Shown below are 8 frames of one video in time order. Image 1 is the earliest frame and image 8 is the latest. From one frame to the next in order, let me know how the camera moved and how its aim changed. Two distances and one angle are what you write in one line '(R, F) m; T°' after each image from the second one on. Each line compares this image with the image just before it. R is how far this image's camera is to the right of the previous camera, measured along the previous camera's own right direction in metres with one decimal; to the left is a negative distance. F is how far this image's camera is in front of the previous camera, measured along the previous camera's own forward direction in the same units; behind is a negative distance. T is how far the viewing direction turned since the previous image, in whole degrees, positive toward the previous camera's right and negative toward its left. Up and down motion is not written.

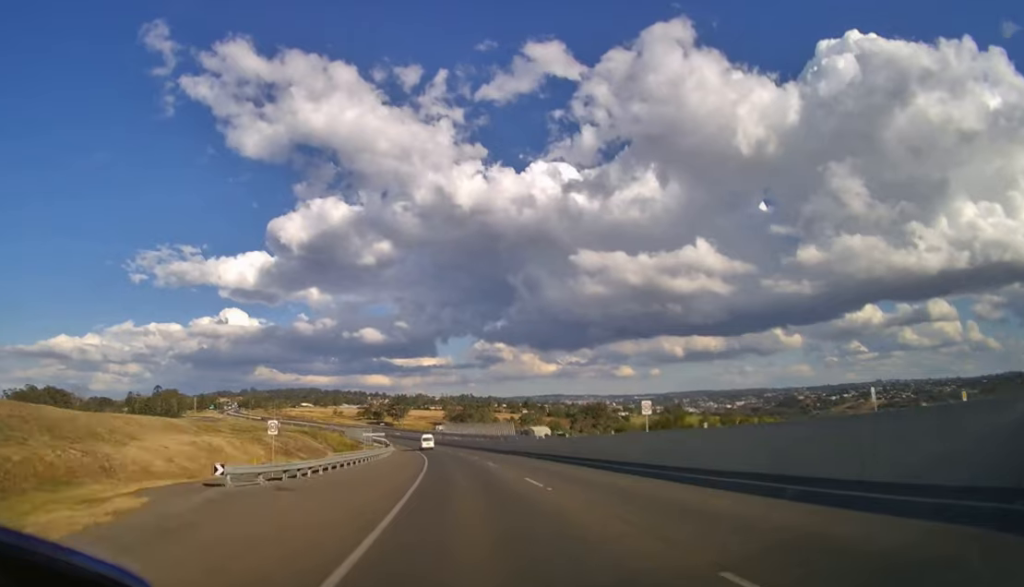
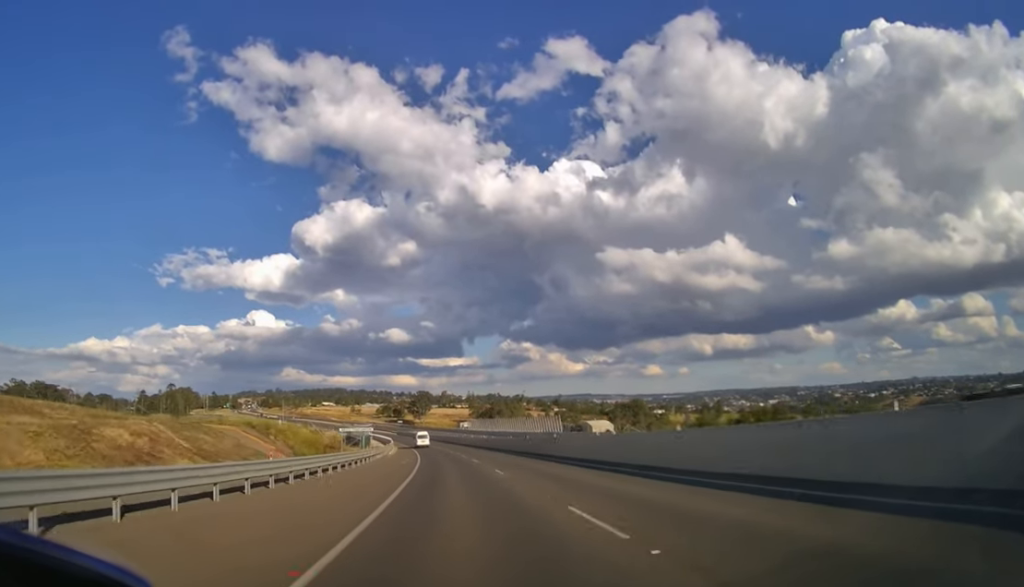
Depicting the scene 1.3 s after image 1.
(-1.0, +32.6) m; -4°
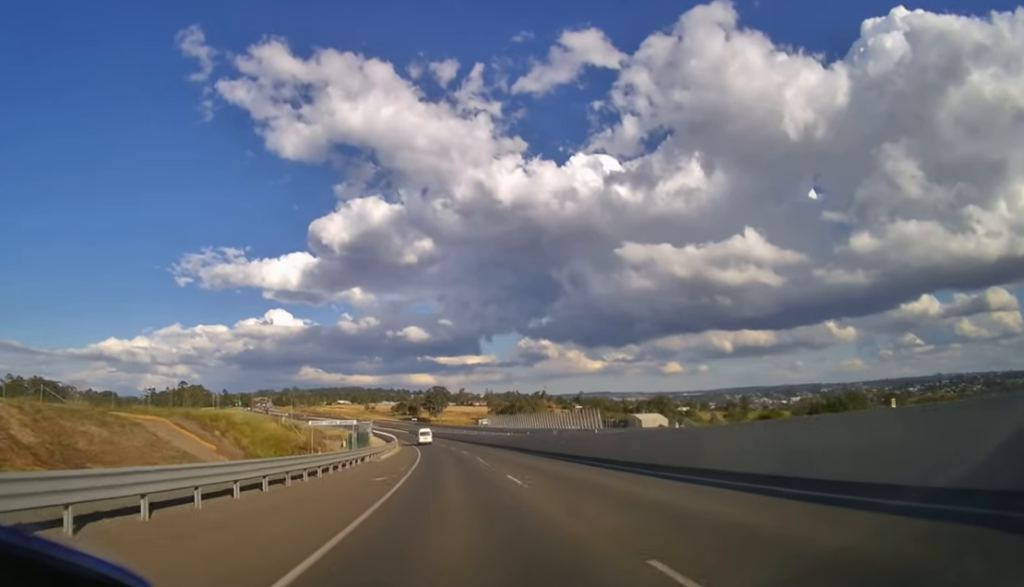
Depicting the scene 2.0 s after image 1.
(-0.5, +19.0) m; -2°
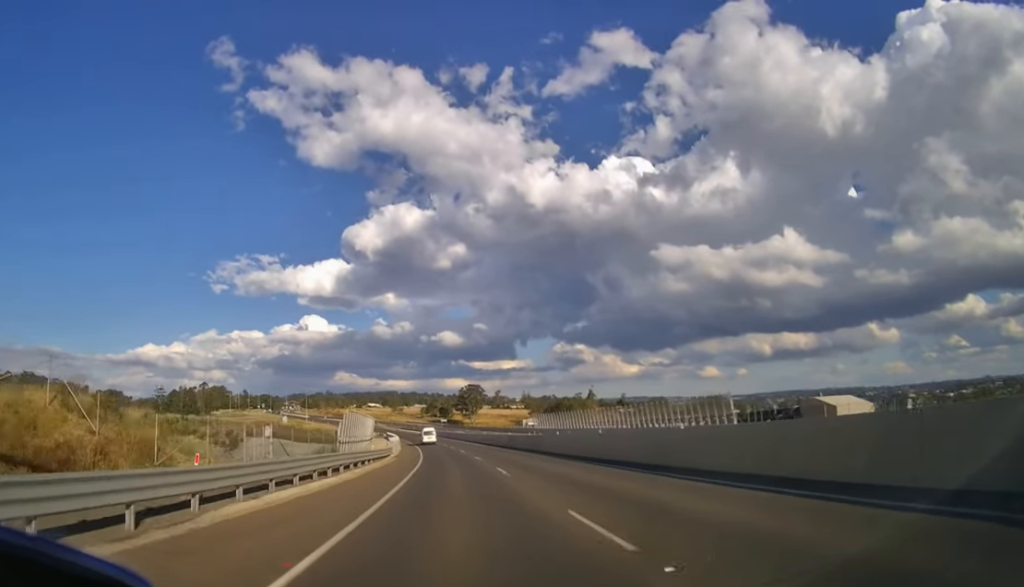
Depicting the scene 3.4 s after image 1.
(-0.8, +33.4) m; -3°
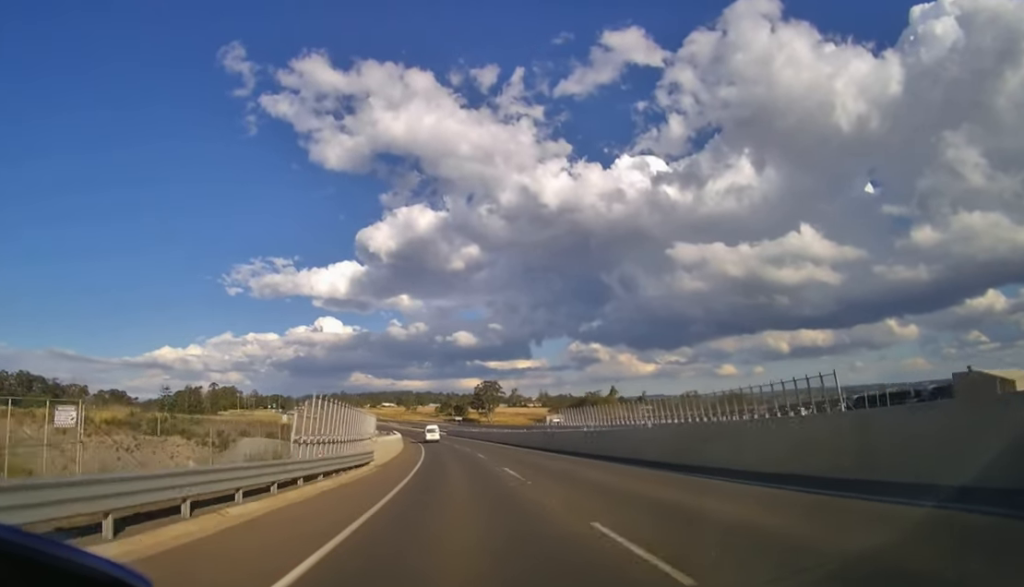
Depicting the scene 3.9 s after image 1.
(-0.3, +11.0) m; -2°
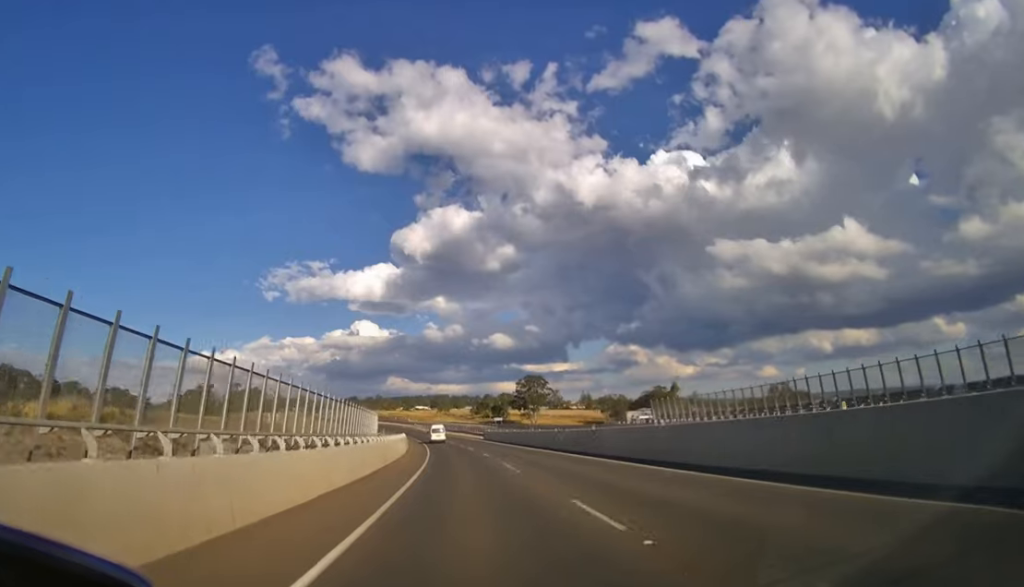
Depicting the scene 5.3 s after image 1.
(-0.9, +28.9) m; -4°
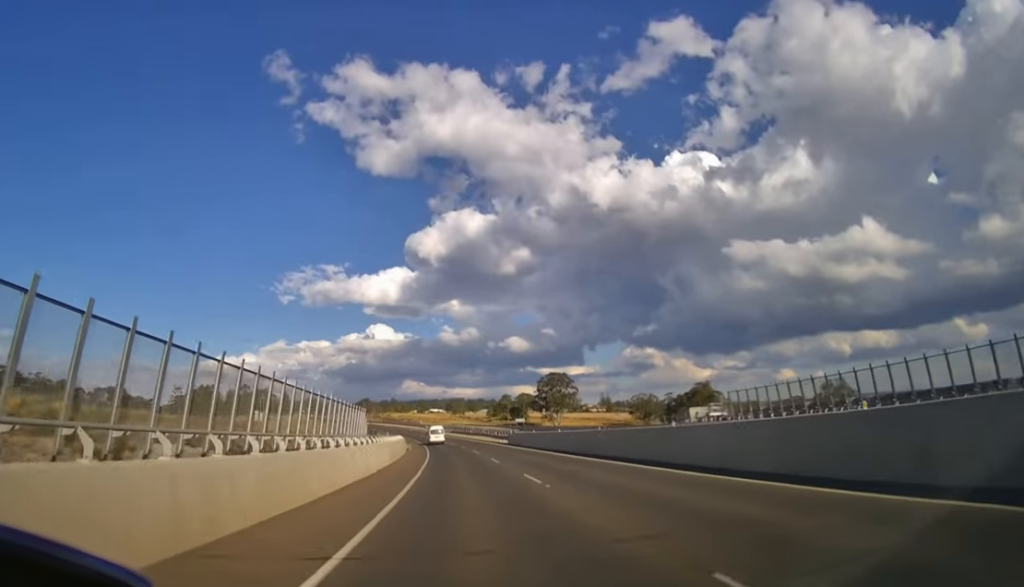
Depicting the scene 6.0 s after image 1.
(-0.4, +16.0) m; -2°
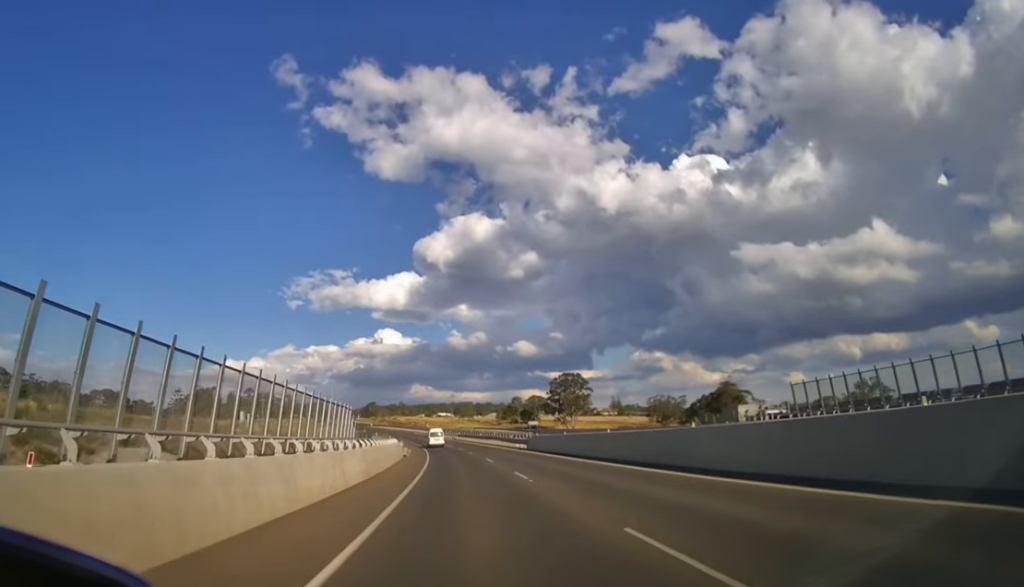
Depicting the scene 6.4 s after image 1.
(0.0, +8.8) m; -1°
